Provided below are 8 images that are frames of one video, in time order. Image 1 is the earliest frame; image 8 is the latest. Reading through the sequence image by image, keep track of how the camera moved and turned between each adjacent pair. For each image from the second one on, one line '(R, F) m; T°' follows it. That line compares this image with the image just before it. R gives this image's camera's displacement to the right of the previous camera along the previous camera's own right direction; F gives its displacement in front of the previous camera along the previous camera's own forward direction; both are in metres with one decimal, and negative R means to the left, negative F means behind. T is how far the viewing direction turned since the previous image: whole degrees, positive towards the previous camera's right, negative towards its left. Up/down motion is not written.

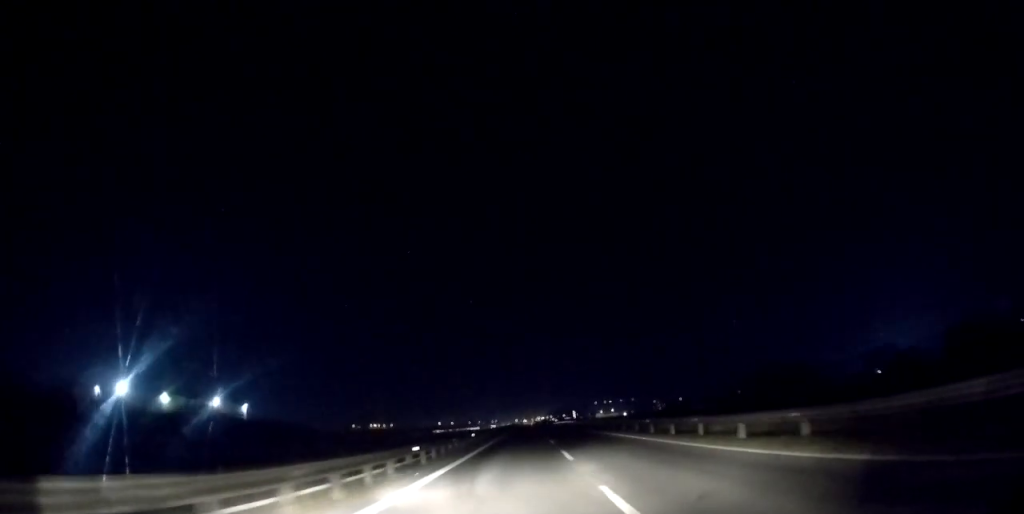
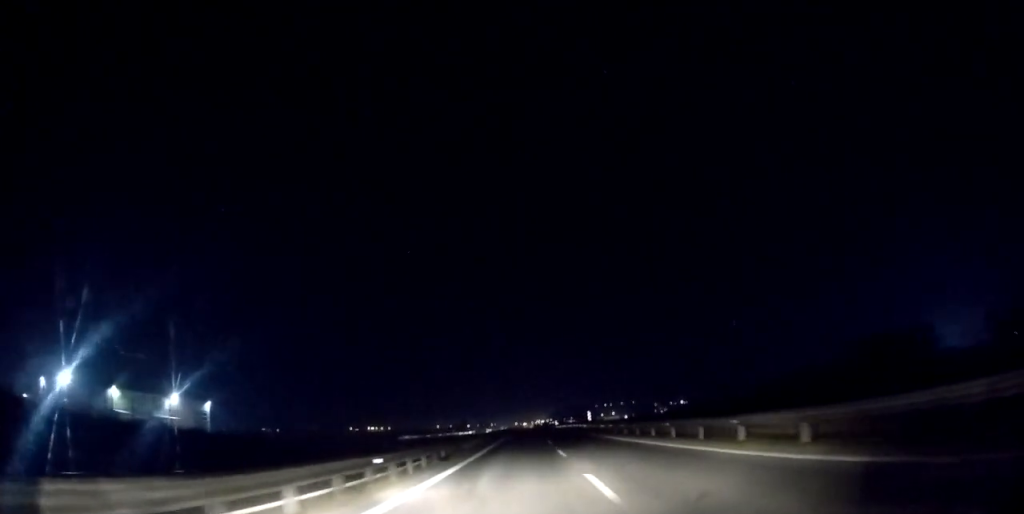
(0.0, +20.4) m; 0°
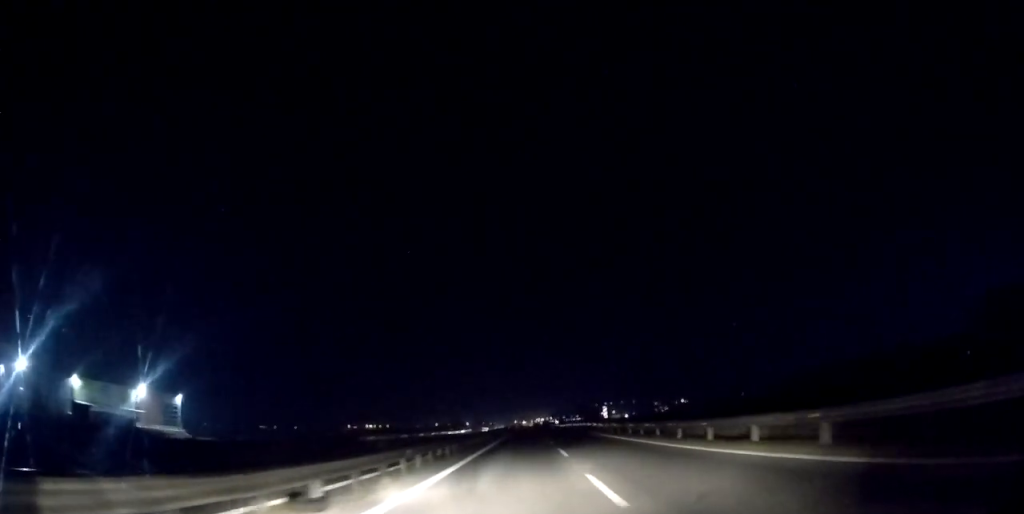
(+0.1, +12.9) m; 0°
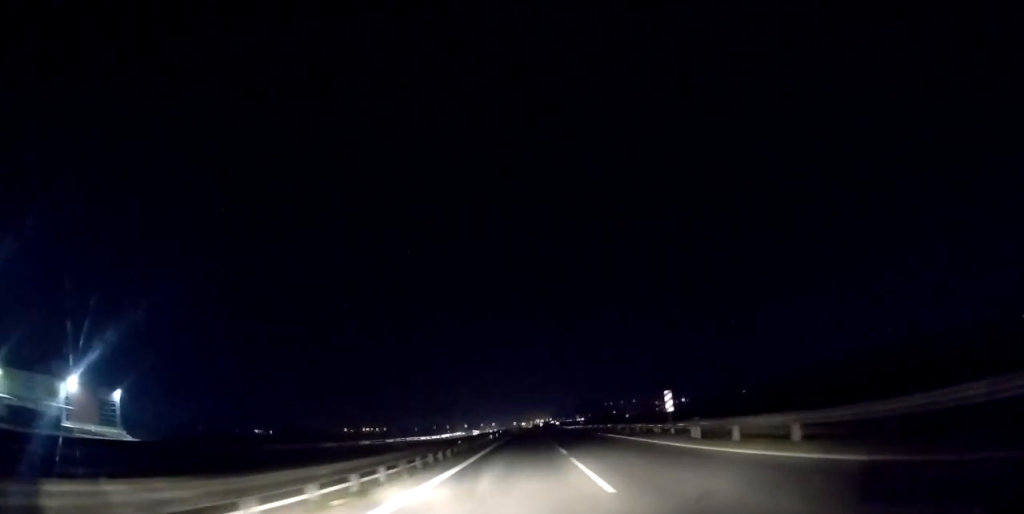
(+0.1, +22.2) m; +1°
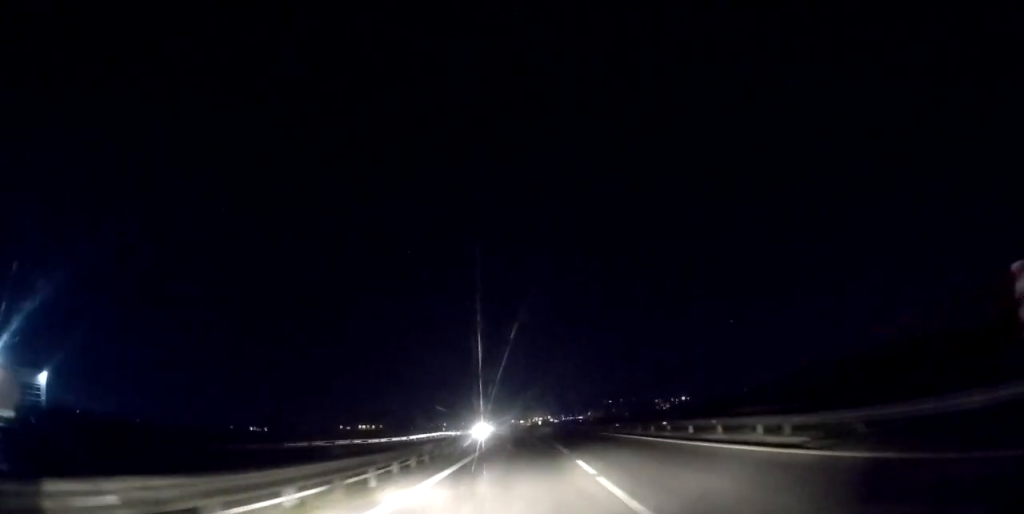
(+0.1, +20.7) m; +1°
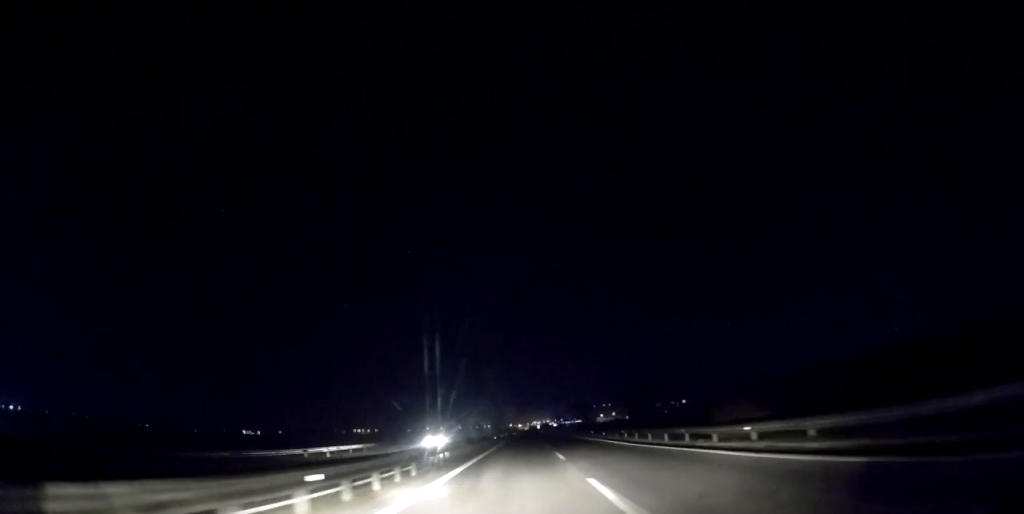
(+0.3, +27.6) m; 0°
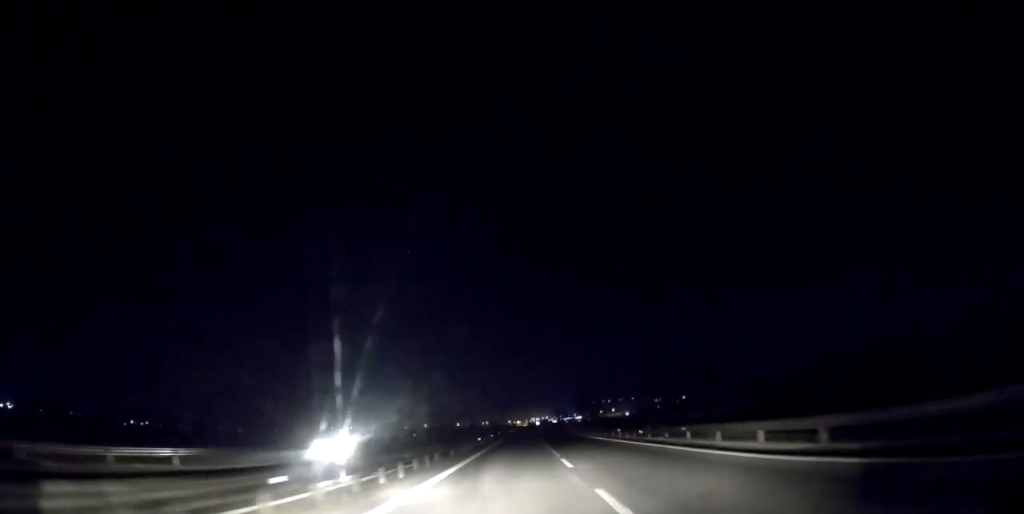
(-0.2, +16.7) m; -1°
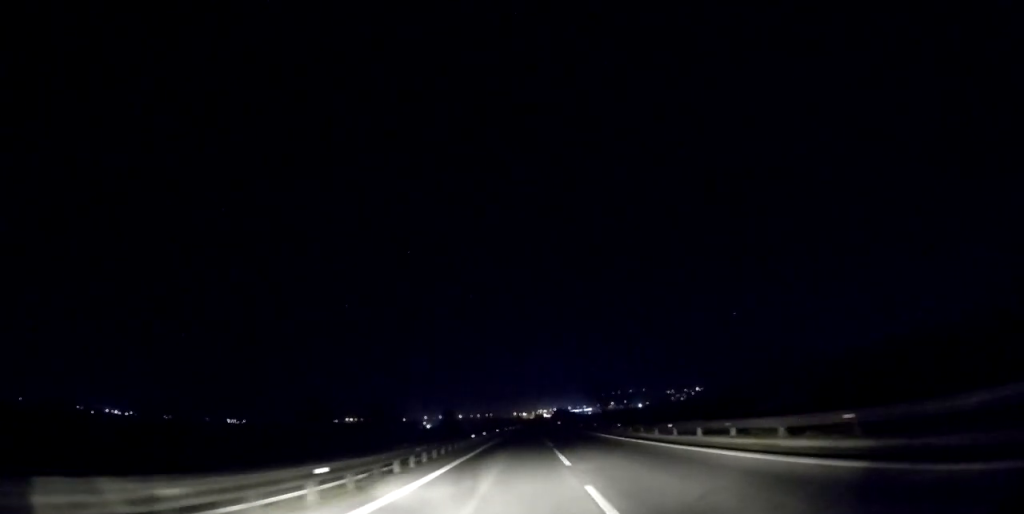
(-1.8, +84.3) m; -1°
